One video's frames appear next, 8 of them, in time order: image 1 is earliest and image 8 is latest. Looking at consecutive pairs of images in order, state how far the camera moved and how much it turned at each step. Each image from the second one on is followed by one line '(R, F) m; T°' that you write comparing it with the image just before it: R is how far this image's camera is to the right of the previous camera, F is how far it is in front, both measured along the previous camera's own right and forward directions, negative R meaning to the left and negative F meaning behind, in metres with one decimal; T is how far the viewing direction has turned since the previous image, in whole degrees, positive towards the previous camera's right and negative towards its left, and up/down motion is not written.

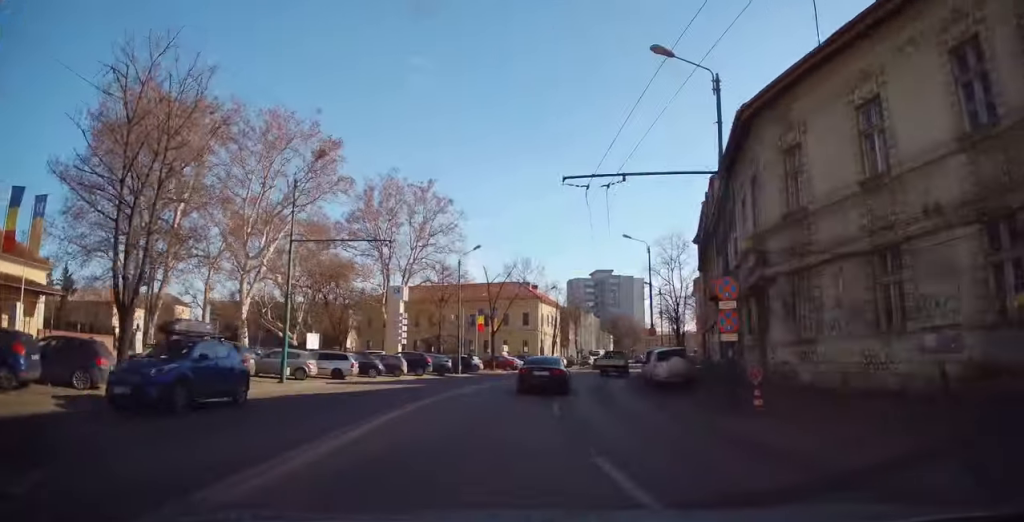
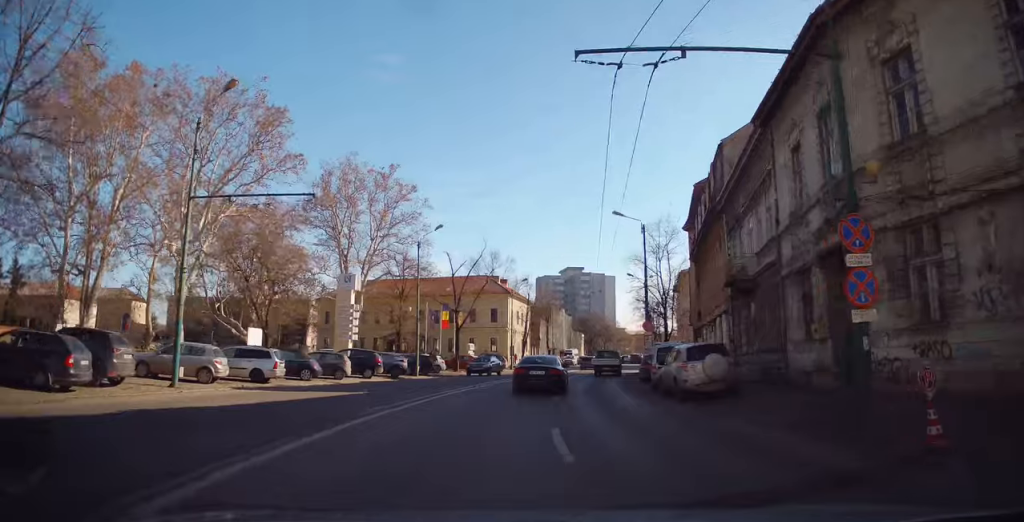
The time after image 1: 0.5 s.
(0.0, +6.5) m; +3°
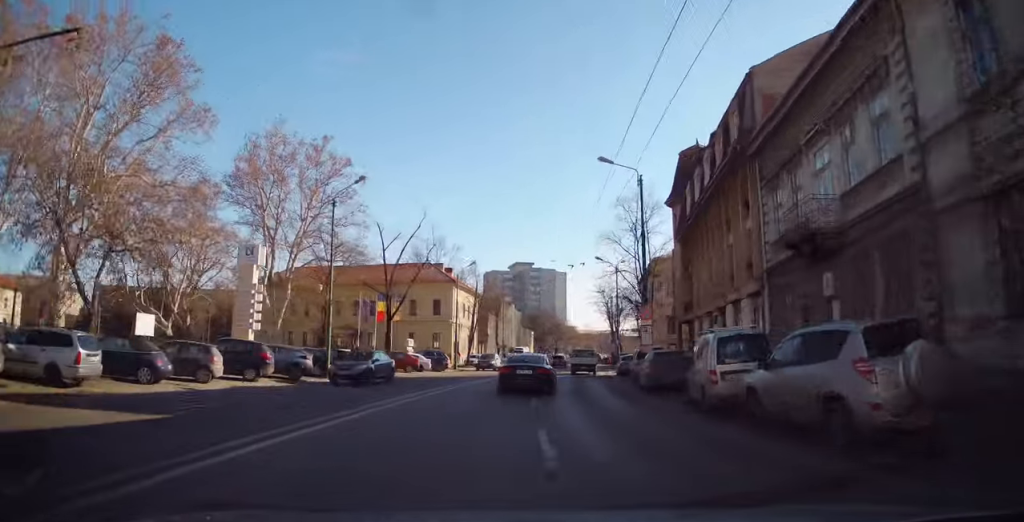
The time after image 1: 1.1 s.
(+0.5, +9.2) m; +6°
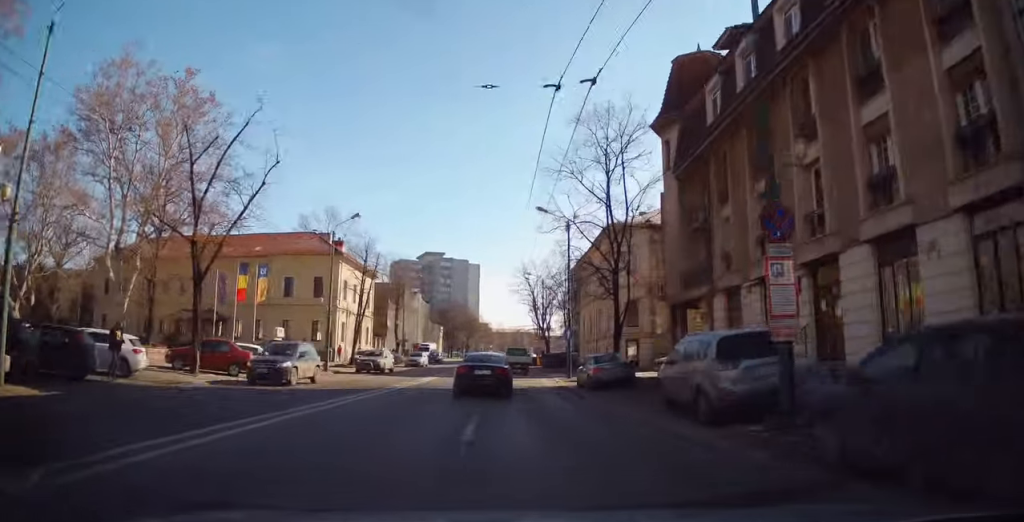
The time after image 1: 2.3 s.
(+1.6, +16.2) m; +9°
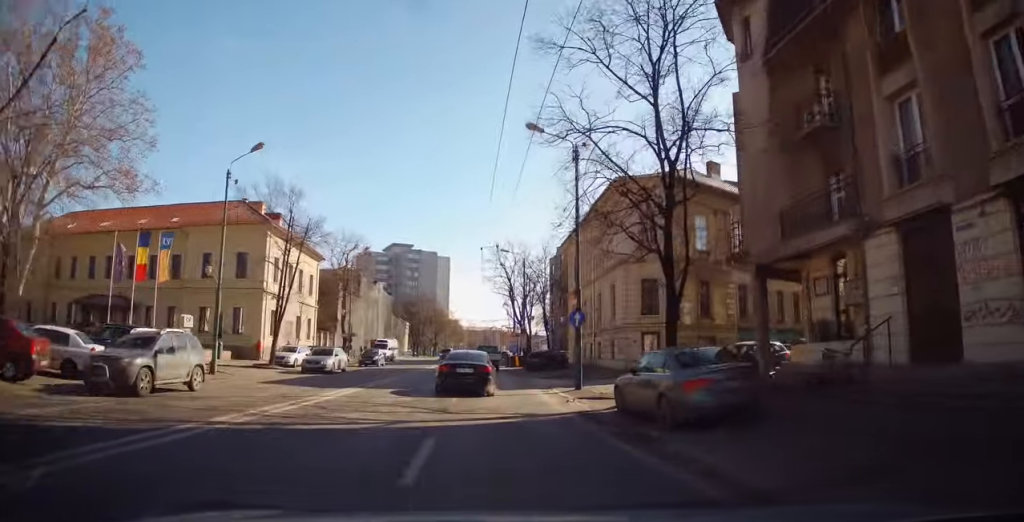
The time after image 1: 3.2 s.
(+0.5, +12.0) m; +3°
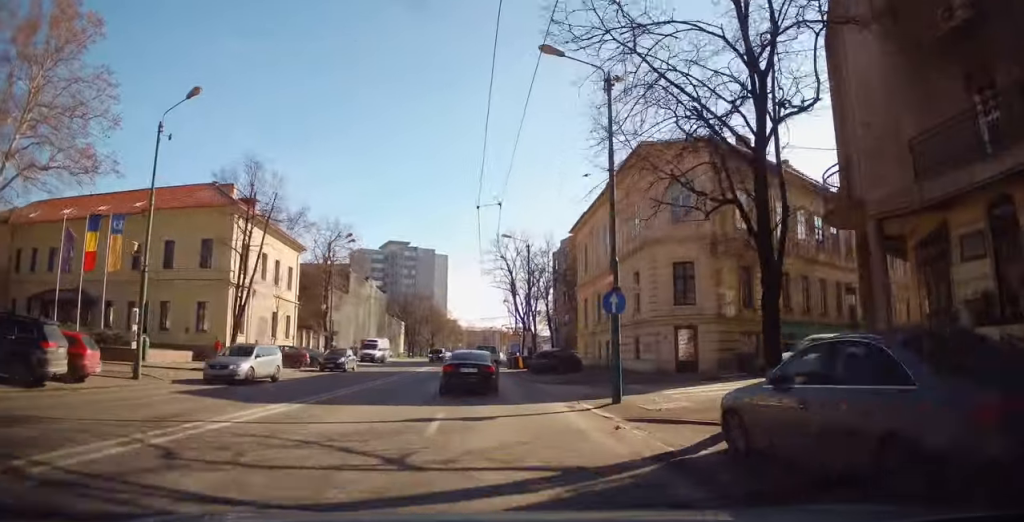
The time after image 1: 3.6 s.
(0.0, +6.0) m; +1°
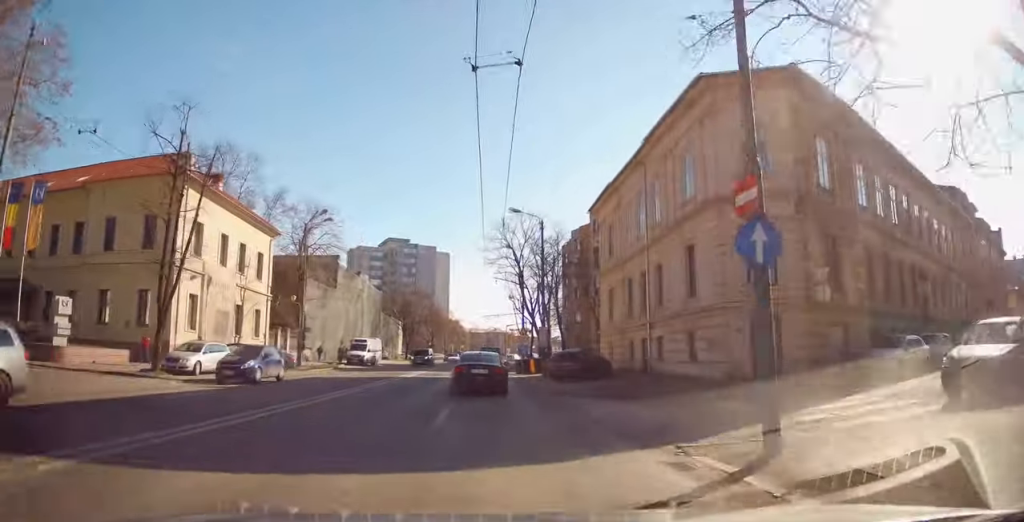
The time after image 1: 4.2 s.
(0.0, +7.7) m; 0°
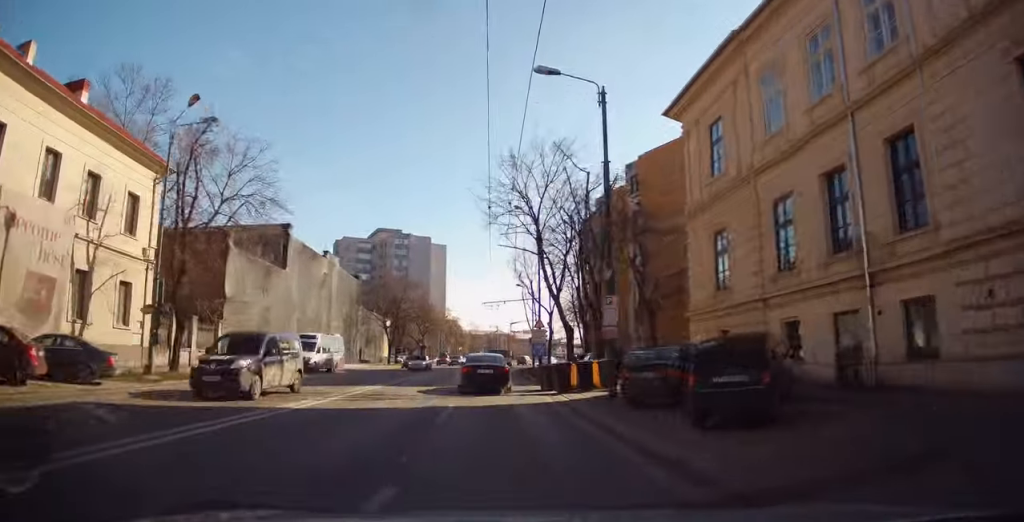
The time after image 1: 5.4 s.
(-0.1, +16.9) m; 0°
